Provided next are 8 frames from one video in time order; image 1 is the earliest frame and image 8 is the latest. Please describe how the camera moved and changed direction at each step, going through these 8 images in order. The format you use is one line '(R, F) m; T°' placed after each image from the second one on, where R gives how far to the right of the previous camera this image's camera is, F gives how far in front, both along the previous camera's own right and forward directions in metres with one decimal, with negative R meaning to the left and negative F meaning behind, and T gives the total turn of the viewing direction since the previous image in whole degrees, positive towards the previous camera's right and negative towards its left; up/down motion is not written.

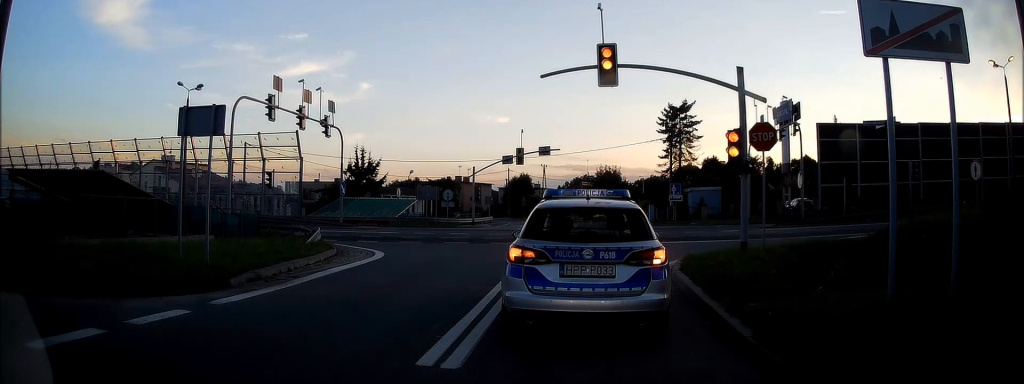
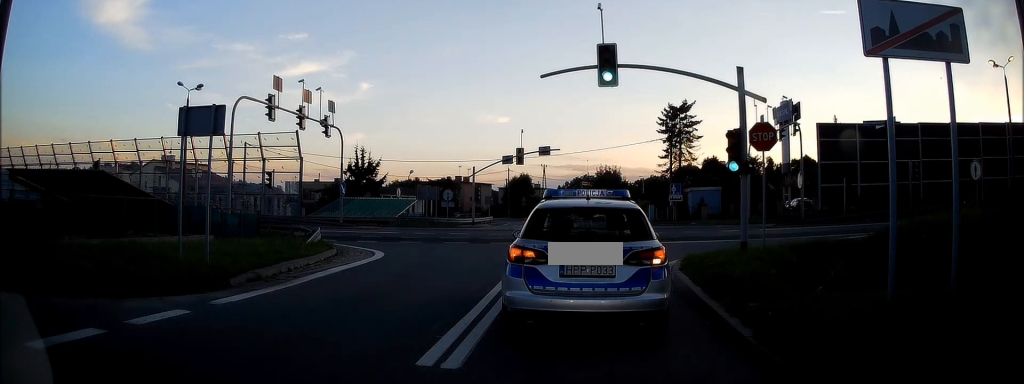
(0.0, 0.0) m; 0°
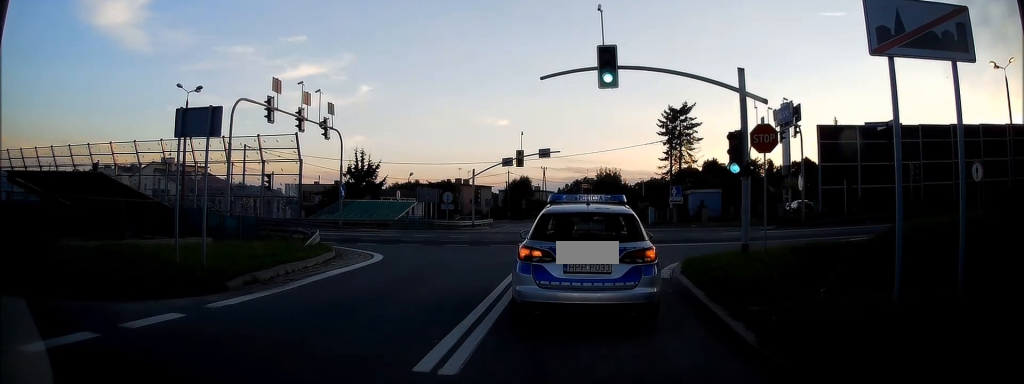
(0.0, 0.0) m; 0°
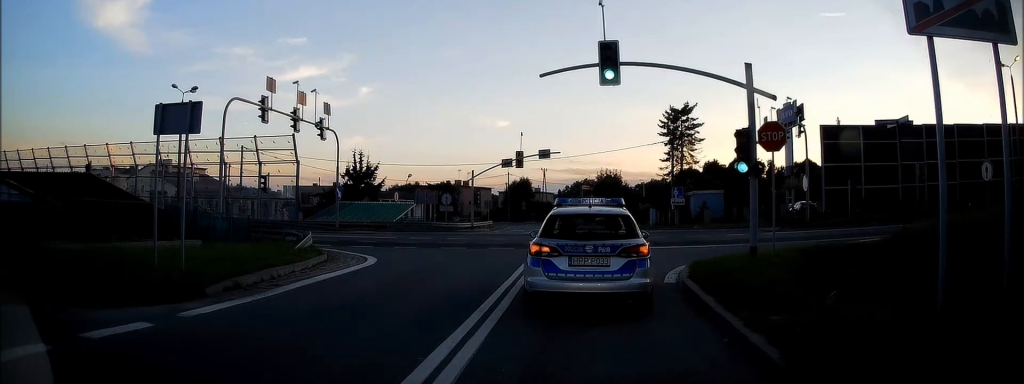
(0.0, +0.1) m; 0°
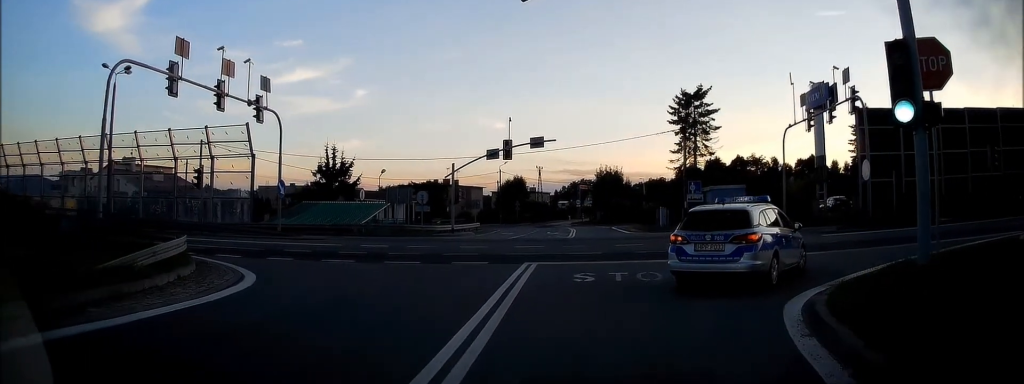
(+0.1, +6.1) m; +3°
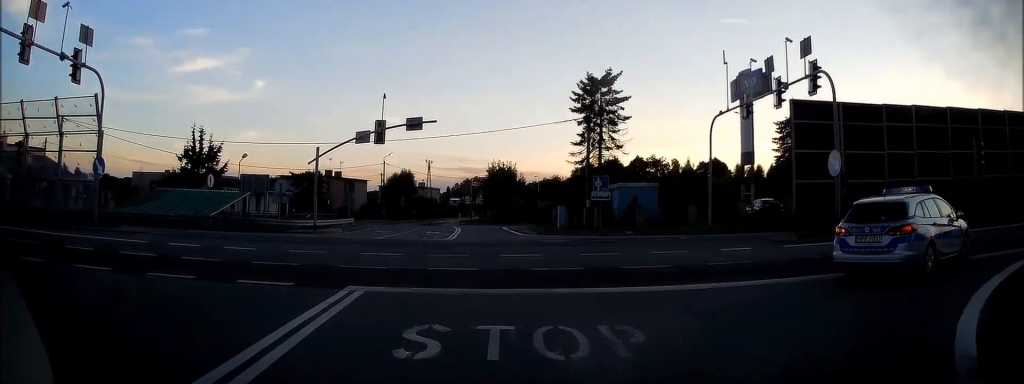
(+0.1, +6.1) m; +11°
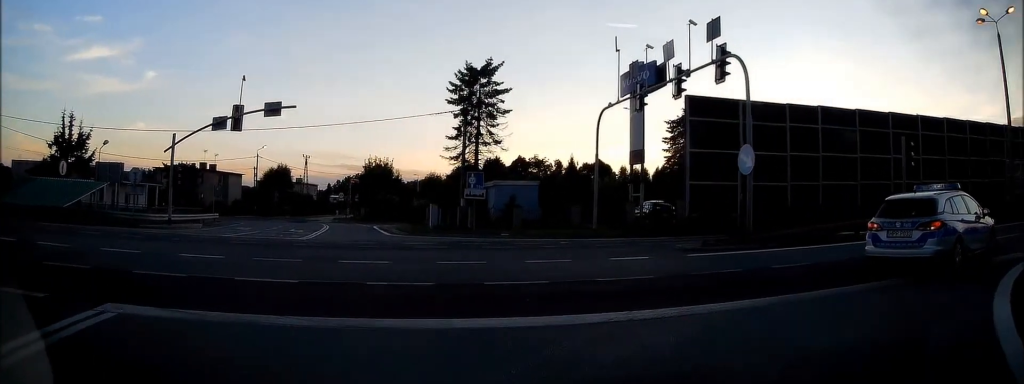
(+0.3, +3.0) m; +12°
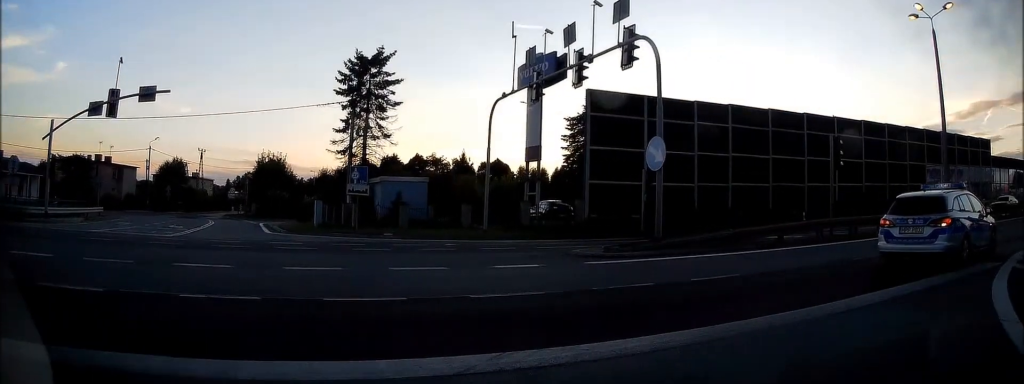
(0.0, +2.3) m; +10°
